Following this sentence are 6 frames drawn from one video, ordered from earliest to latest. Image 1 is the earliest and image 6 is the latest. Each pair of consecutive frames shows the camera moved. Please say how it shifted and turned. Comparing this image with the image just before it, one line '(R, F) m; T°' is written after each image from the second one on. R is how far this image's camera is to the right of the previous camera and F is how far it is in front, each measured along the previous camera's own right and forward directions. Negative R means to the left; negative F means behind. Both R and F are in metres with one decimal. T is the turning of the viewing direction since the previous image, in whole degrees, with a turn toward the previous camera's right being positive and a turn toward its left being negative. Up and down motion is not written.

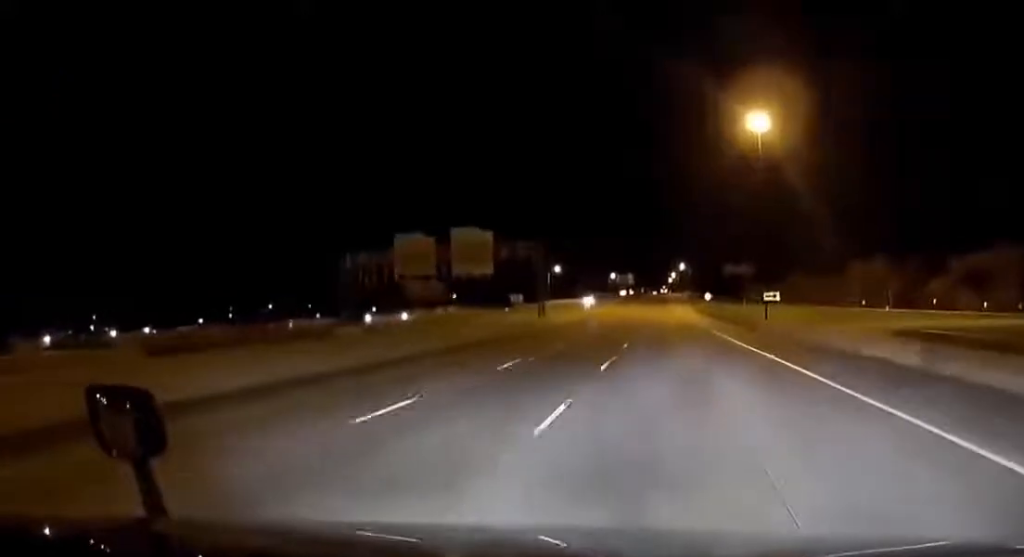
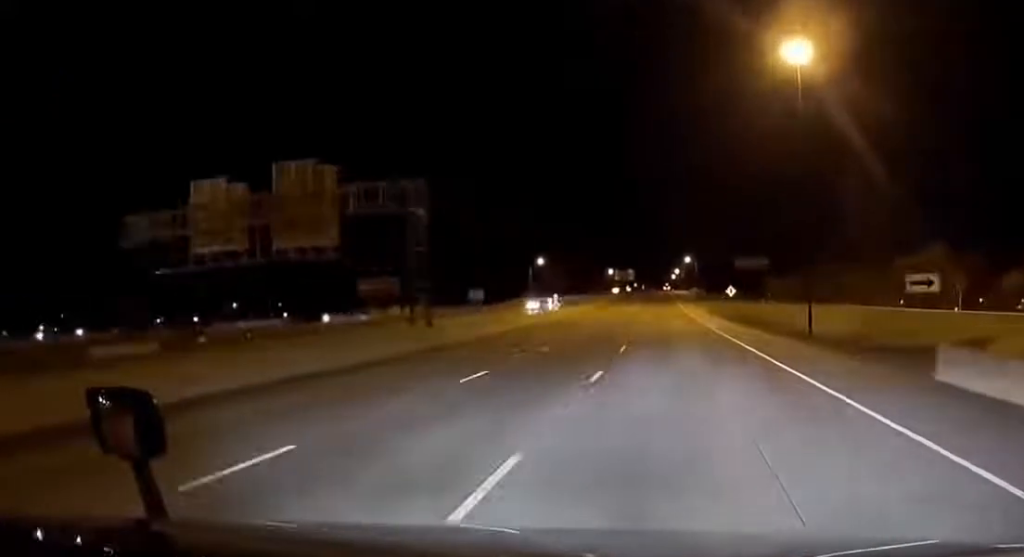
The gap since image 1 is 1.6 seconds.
(-0.9, +41.6) m; -1°
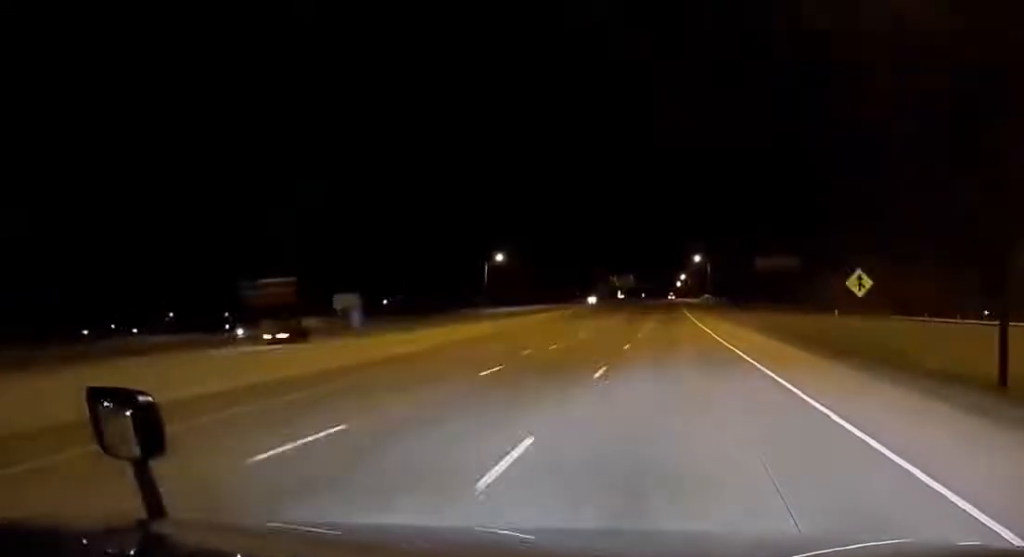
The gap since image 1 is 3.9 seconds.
(+1.3, +58.5) m; +1°
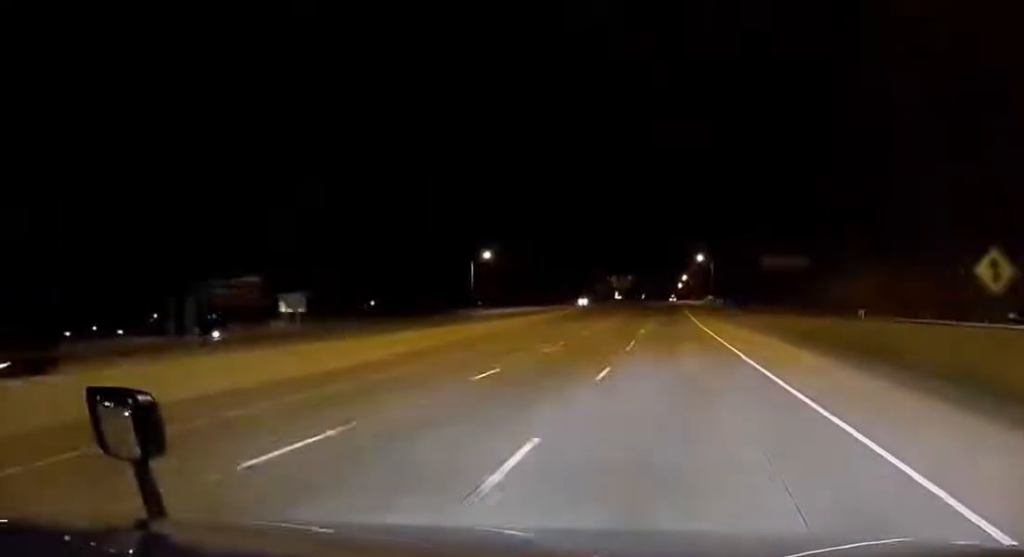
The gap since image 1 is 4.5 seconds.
(+0.1, +13.5) m; -1°
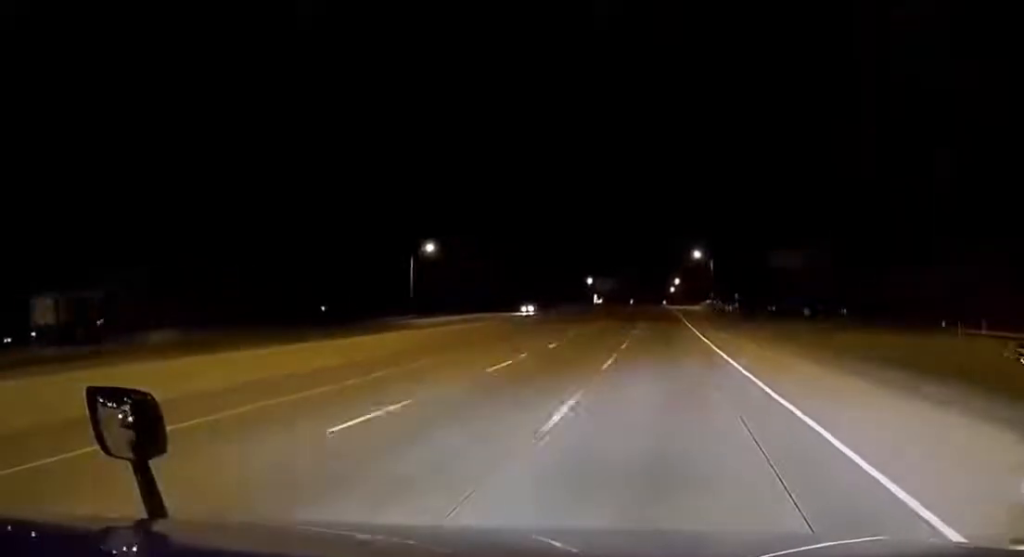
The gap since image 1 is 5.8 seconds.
(-0.8, +32.9) m; 0°
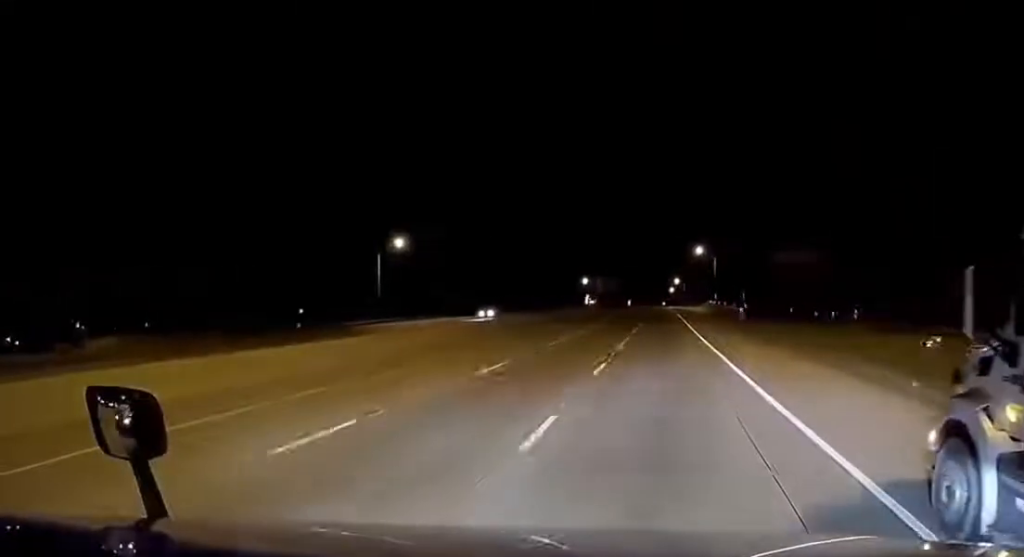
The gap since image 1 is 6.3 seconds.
(+0.4, +14.3) m; +1°
